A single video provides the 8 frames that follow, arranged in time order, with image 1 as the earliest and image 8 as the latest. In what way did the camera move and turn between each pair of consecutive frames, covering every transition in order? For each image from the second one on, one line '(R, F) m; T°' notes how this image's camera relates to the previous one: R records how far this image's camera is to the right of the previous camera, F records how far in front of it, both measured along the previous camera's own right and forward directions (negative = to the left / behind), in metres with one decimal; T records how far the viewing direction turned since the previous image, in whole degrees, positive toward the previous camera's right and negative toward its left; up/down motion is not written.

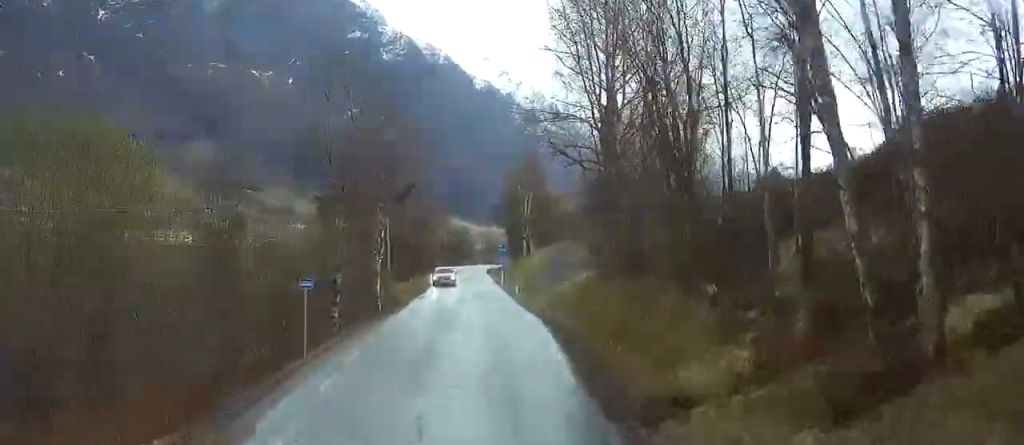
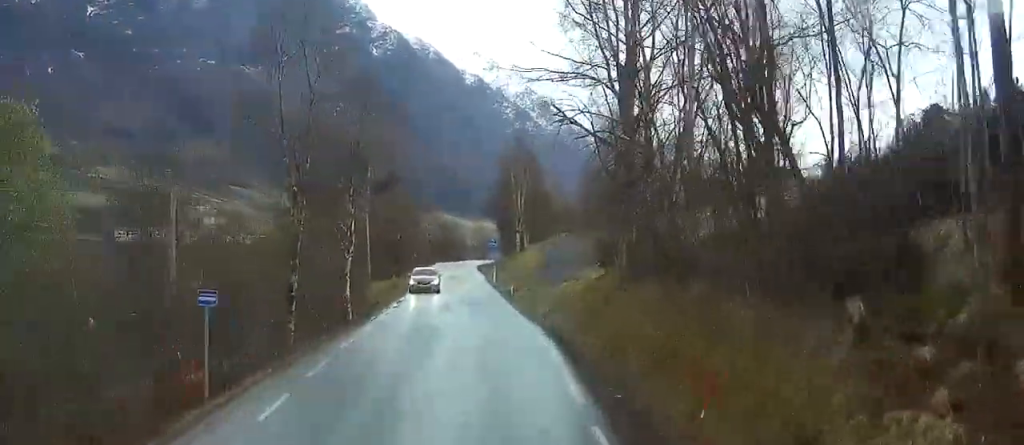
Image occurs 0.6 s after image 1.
(0.0, +8.7) m; 0°
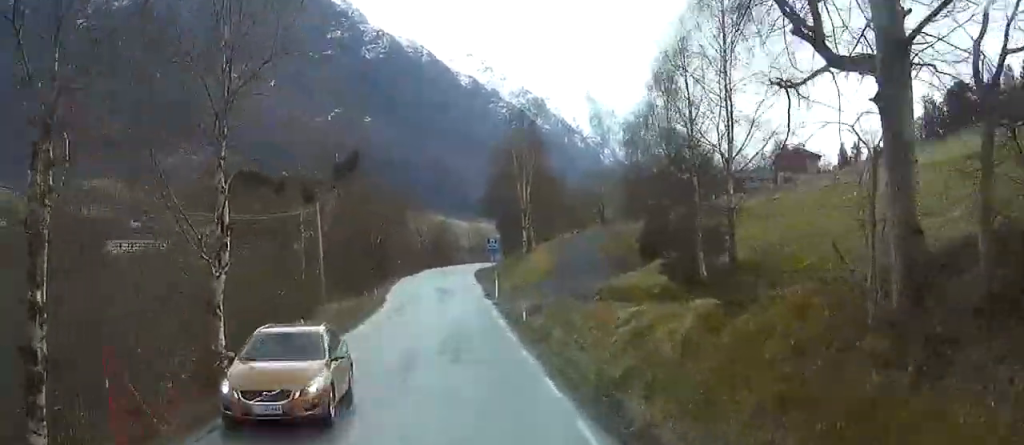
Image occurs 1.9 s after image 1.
(-0.1, +22.3) m; -2°
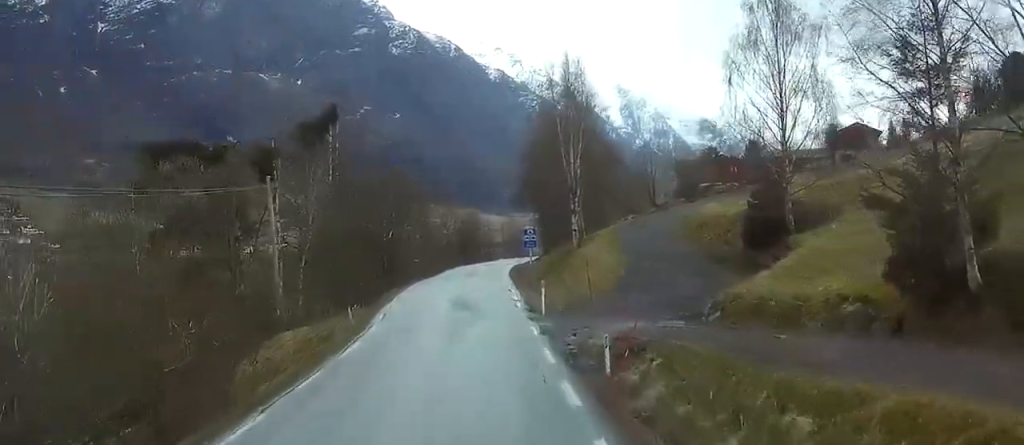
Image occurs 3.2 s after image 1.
(-0.3, +20.1) m; -2°
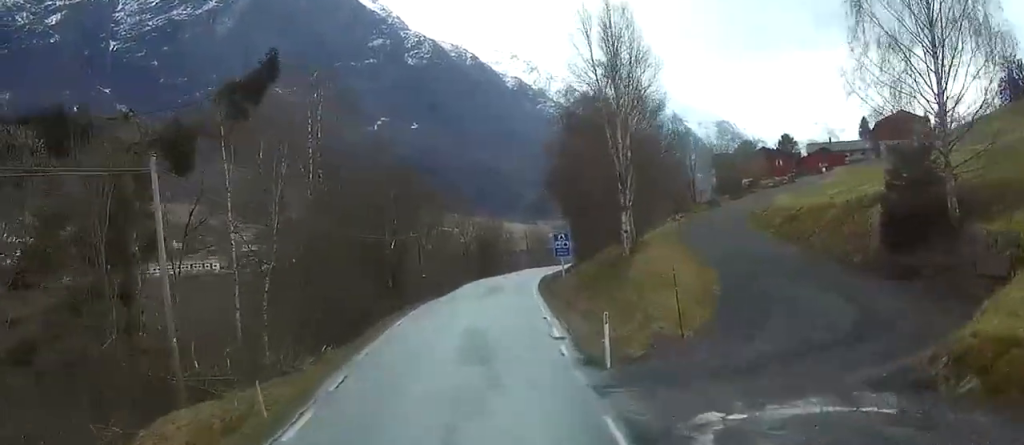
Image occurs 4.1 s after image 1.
(-0.3, +15.3) m; -2°
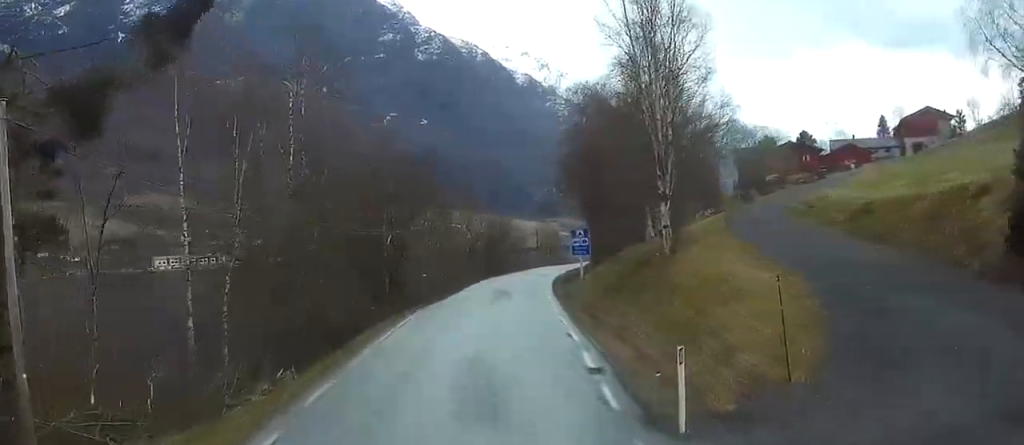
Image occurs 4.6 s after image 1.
(-0.1, +8.4) m; 0°
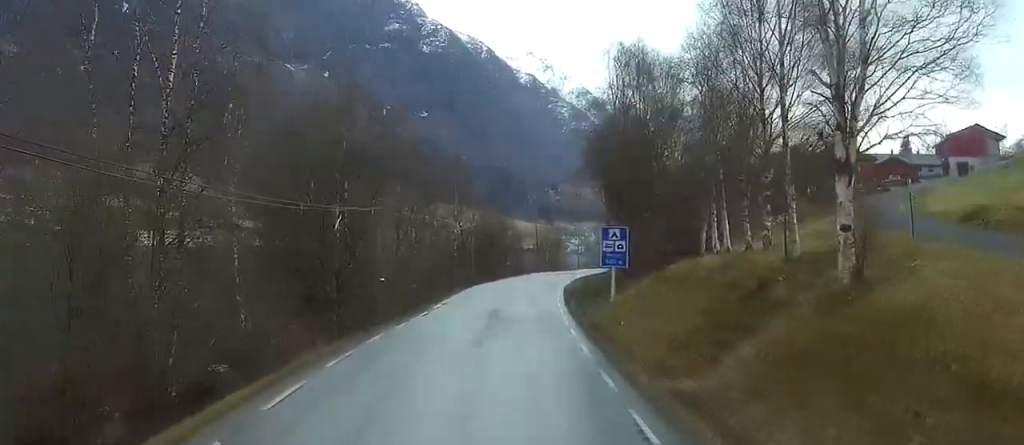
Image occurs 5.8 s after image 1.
(-0.1, +20.2) m; +1°
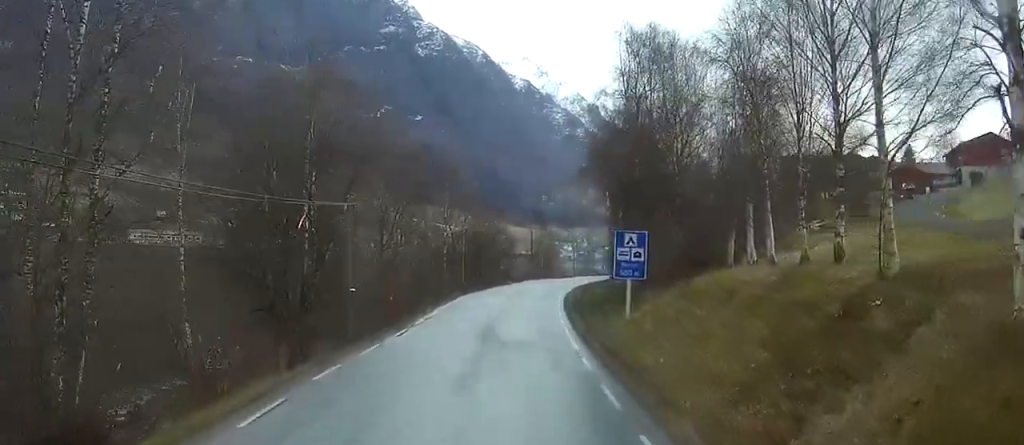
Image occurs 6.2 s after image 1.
(-0.1, +7.2) m; +1°
